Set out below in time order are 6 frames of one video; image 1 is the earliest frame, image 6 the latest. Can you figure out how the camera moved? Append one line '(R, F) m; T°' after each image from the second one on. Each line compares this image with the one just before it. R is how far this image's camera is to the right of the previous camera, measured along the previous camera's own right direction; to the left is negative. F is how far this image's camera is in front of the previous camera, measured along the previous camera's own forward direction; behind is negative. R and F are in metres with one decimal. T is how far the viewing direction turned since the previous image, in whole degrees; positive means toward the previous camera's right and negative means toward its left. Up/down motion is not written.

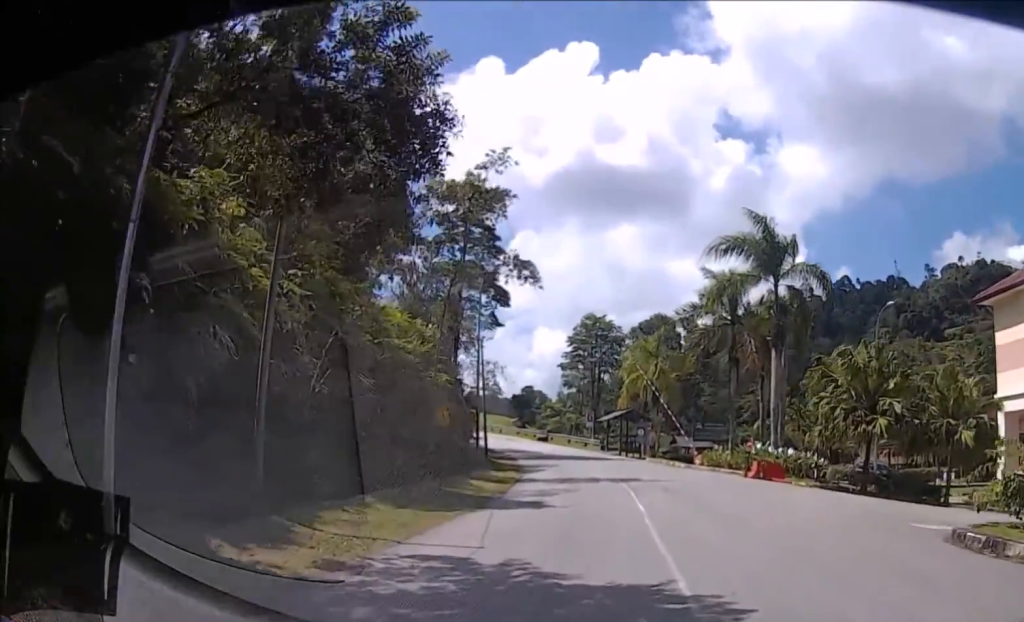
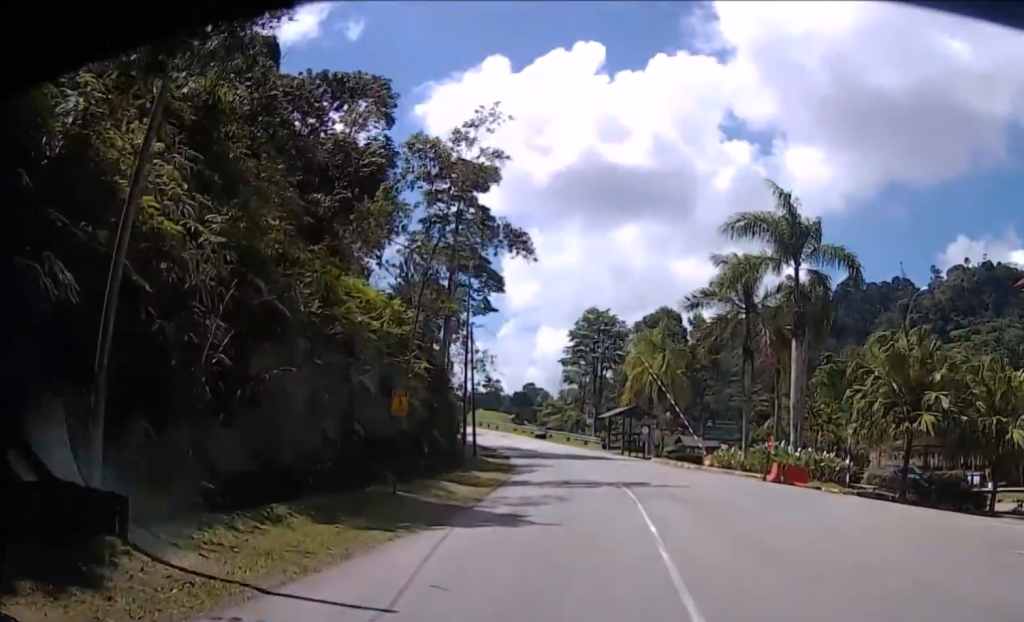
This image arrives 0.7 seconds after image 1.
(+0.6, +4.0) m; +7°
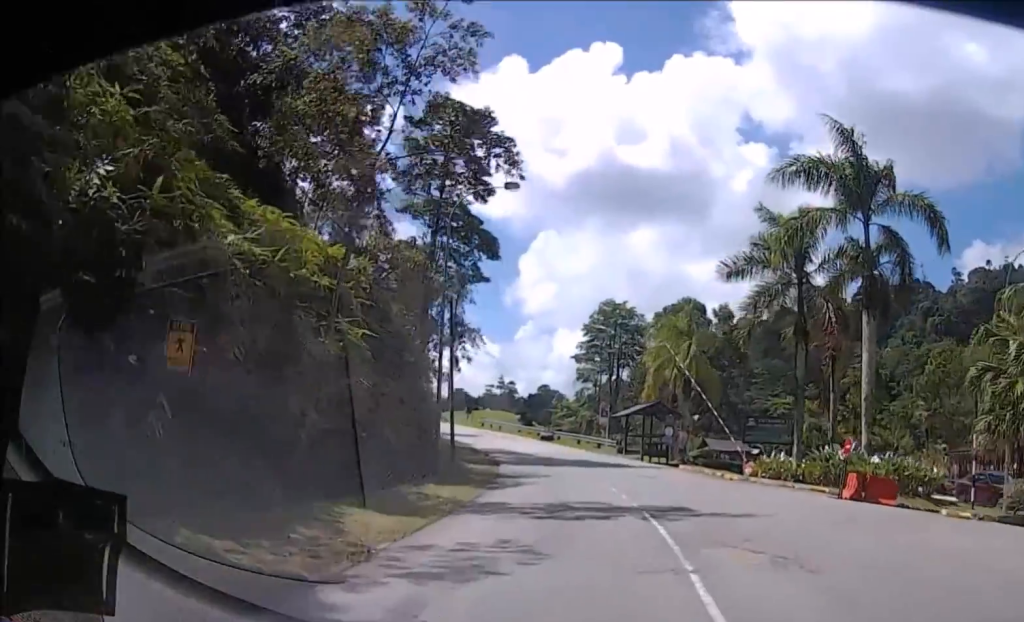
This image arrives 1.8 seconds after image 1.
(+0.6, +7.4) m; +2°
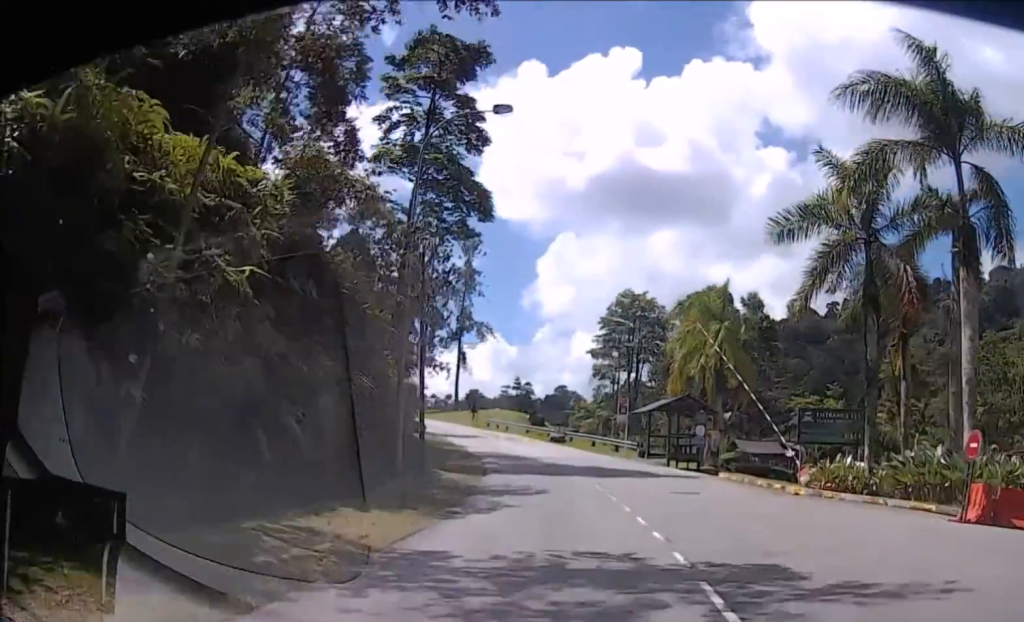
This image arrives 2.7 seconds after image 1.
(-0.3, +7.1) m; -3°
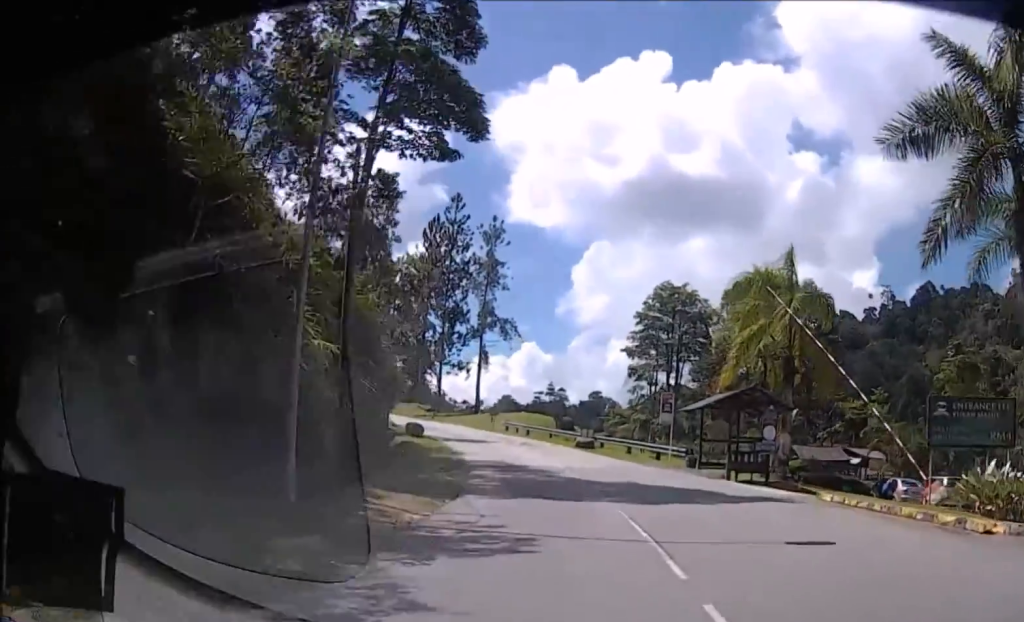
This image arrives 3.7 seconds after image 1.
(-0.2, +8.5) m; -3°
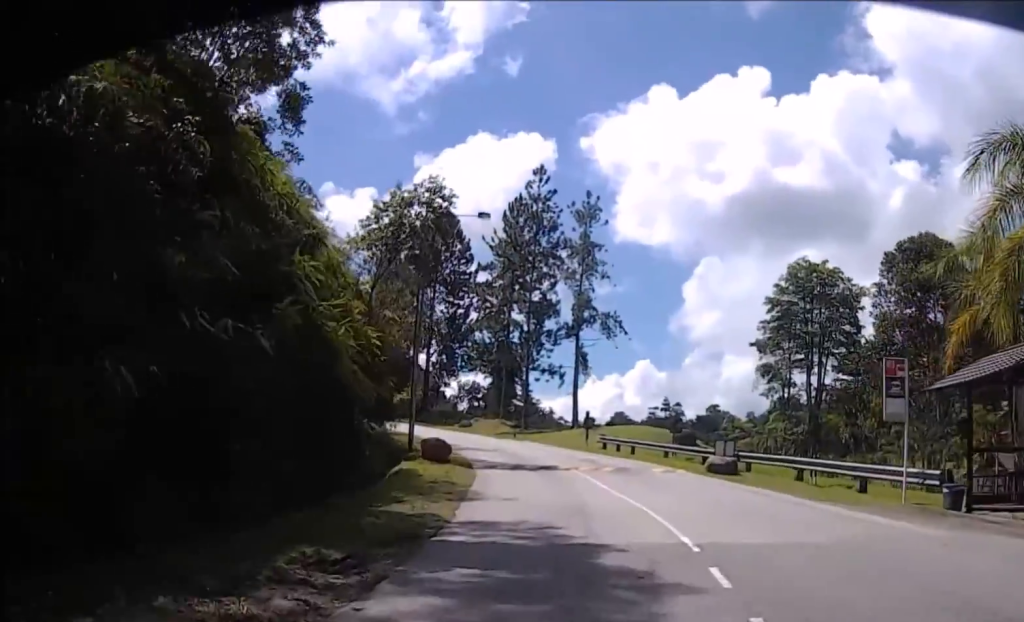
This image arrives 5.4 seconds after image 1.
(-1.3, +15.7) m; -9°
